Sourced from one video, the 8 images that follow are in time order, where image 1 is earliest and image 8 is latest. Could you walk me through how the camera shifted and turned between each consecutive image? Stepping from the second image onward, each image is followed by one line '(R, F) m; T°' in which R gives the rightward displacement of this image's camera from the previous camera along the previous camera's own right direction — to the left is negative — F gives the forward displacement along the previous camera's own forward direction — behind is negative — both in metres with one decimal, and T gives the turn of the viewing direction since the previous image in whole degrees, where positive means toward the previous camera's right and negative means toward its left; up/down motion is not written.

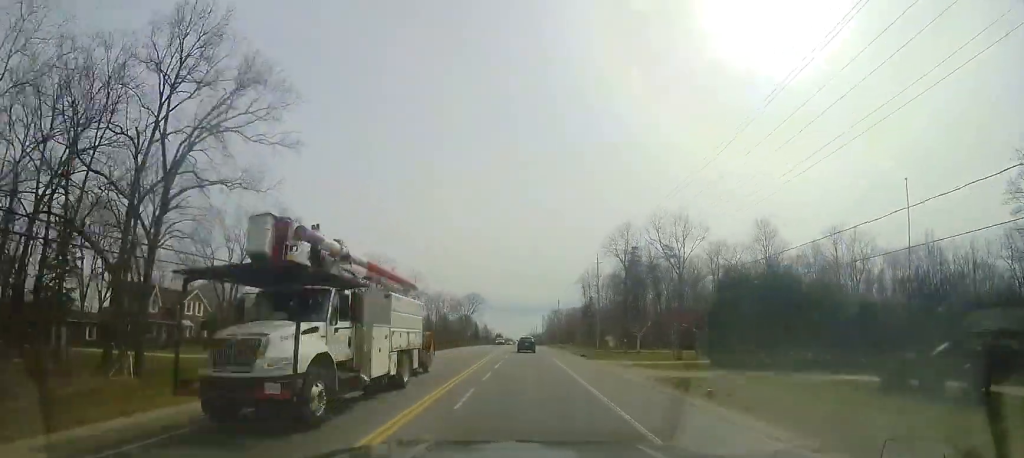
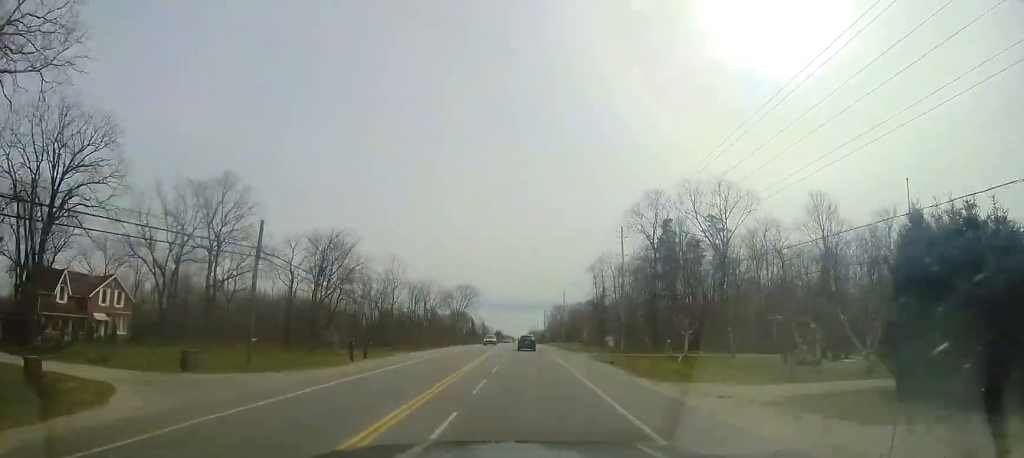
(-0.2, +14.8) m; -1°
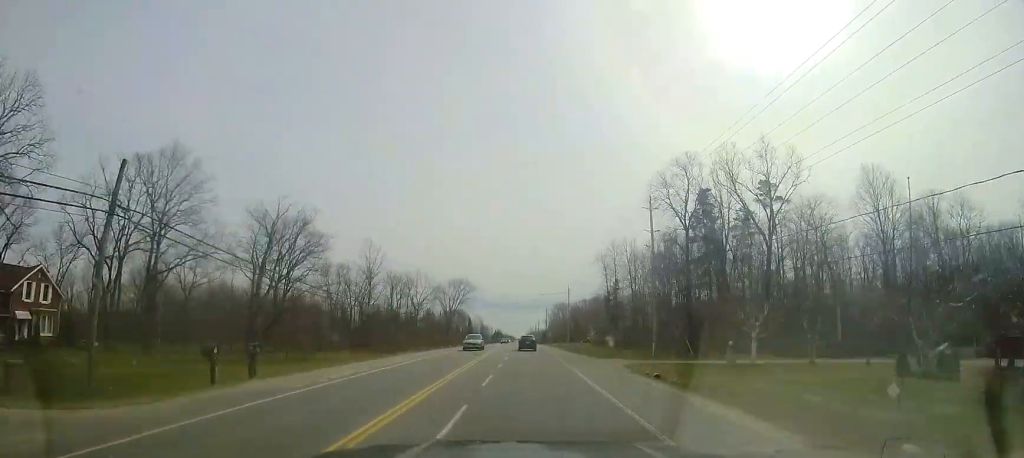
(0.0, +10.7) m; 0°
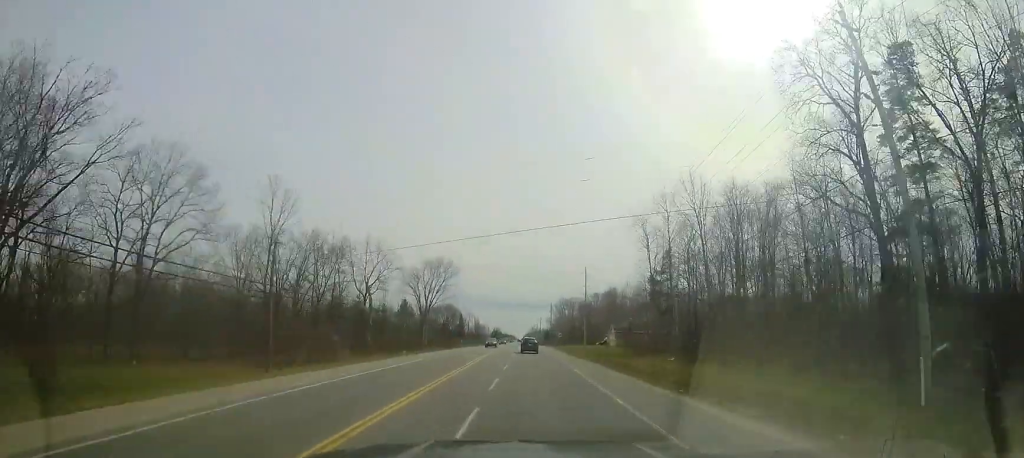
(-0.1, +24.6) m; 0°
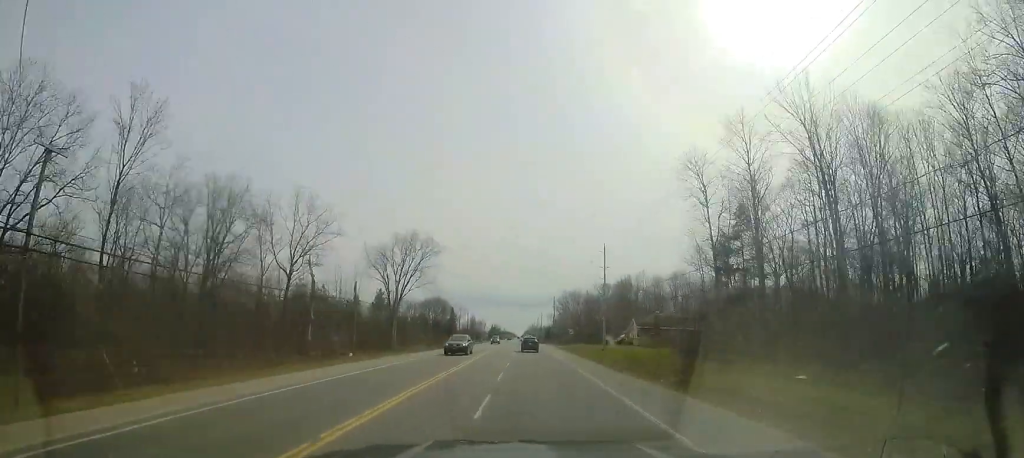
(+0.1, +16.4) m; 0°
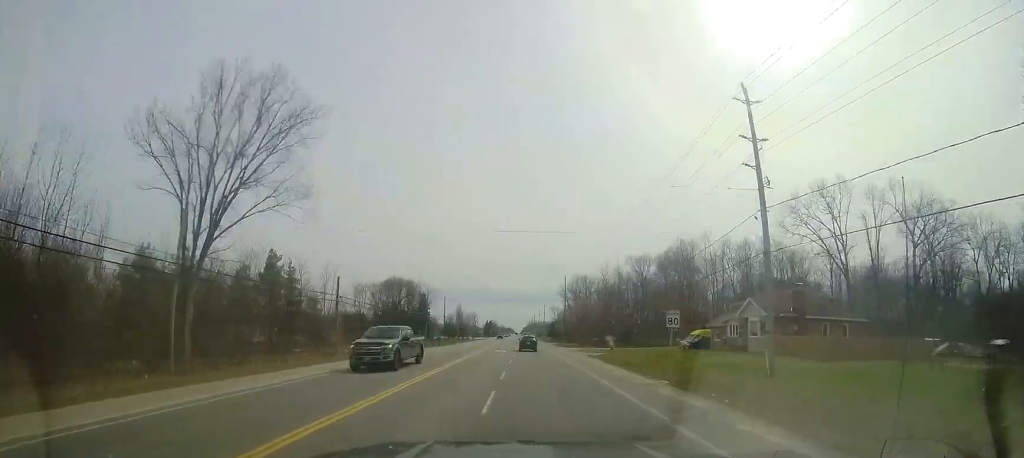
(+0.1, +35.4) m; 0°
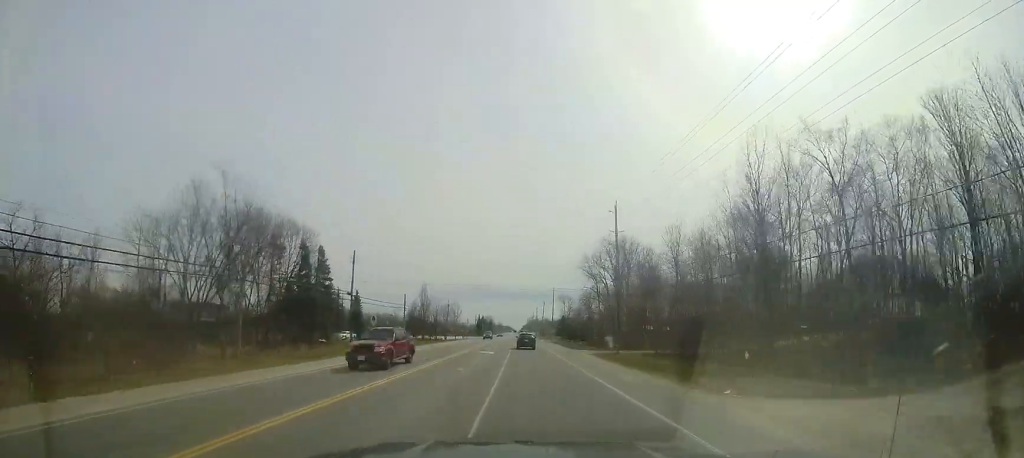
(+0.6, +48.9) m; +1°
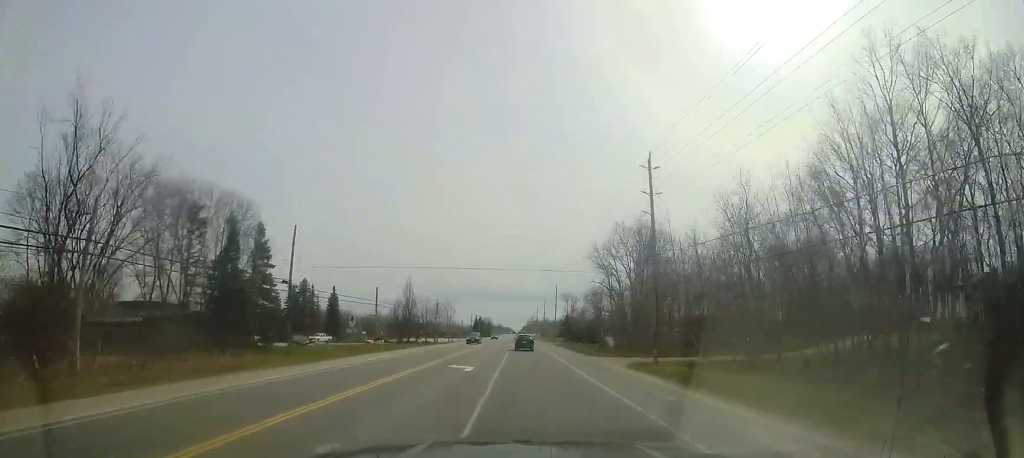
(-0.2, +11.7) m; 0°
